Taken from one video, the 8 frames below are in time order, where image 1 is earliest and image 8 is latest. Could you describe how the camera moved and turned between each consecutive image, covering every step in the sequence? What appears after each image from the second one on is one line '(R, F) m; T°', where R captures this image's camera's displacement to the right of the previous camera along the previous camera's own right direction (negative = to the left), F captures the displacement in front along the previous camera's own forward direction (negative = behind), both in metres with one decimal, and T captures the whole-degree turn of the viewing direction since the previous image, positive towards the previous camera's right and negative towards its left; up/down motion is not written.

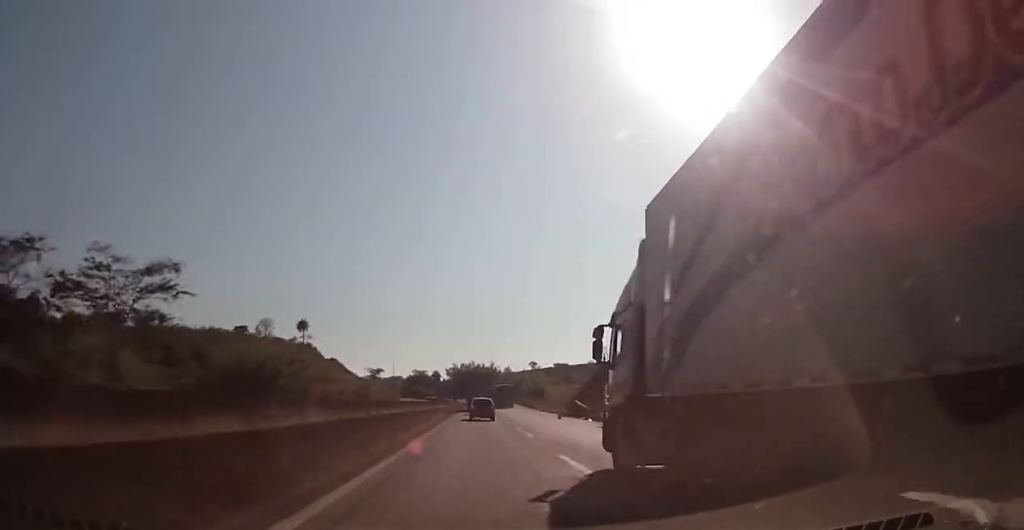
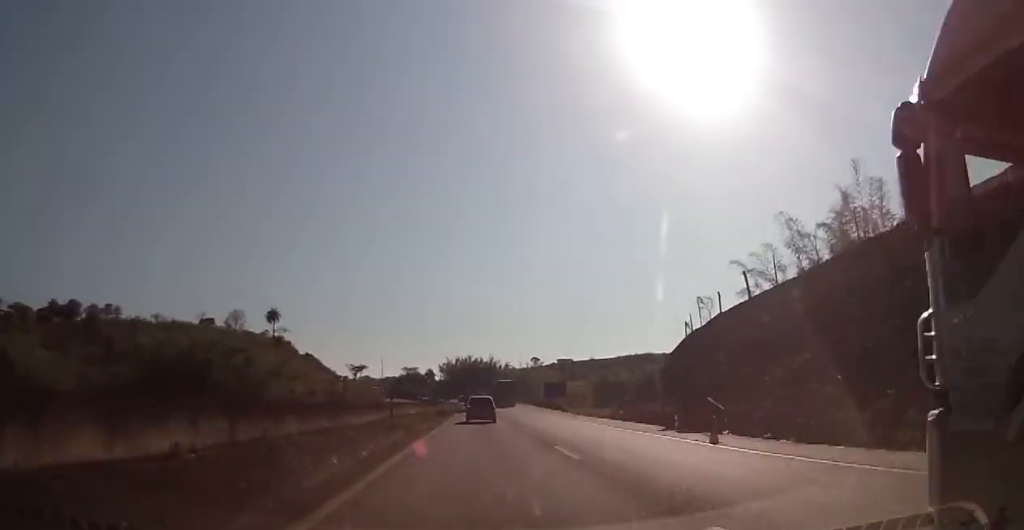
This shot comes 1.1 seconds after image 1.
(-0.4, +33.5) m; -1°
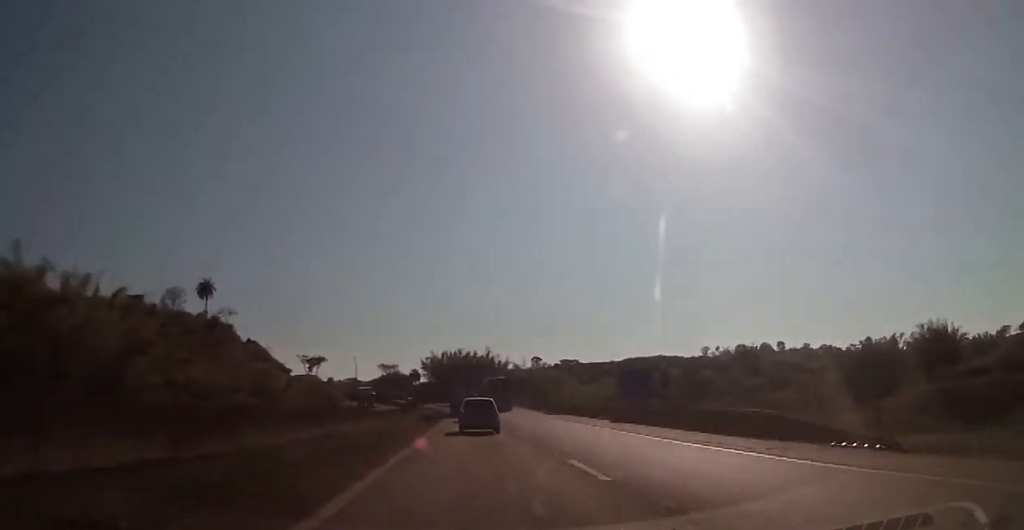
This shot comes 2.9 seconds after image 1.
(+0.6, +51.8) m; 0°
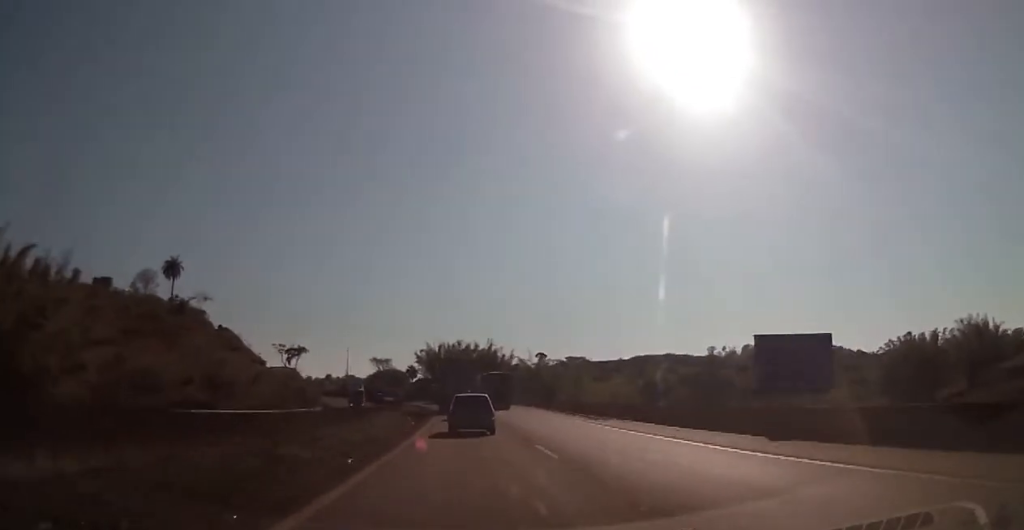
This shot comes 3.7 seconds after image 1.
(0.0, +20.5) m; 0°
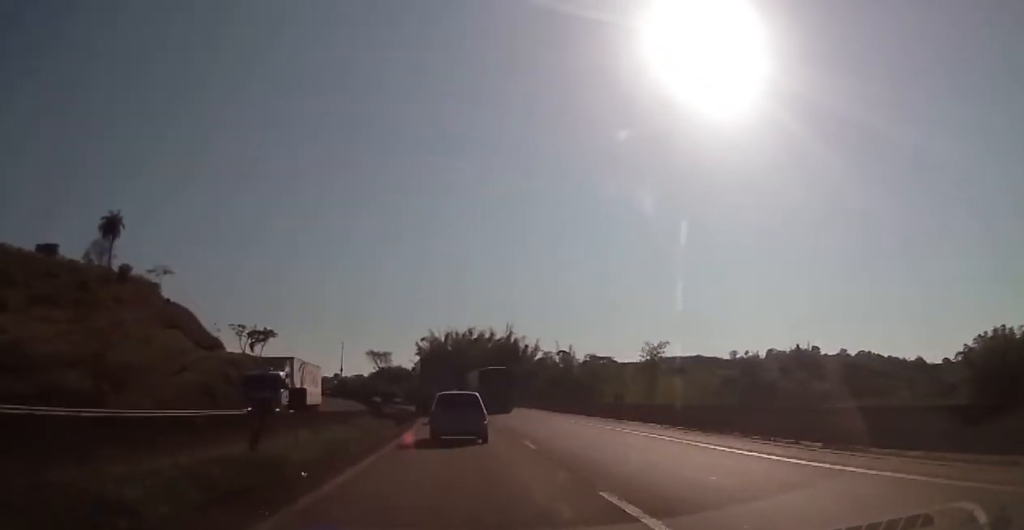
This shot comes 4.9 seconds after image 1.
(-0.1, +33.4) m; 0°
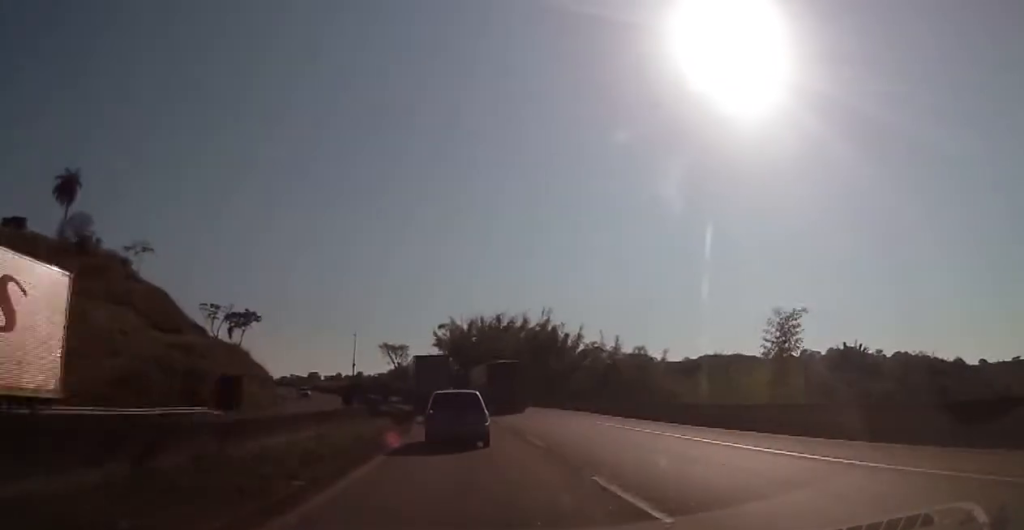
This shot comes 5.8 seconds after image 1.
(+0.1, +23.1) m; -1°
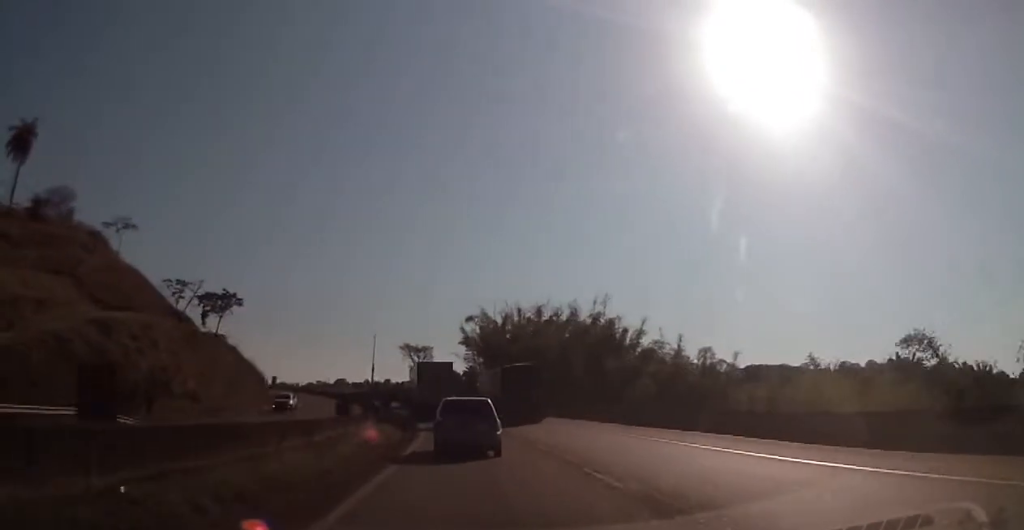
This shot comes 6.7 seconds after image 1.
(-0.2, +21.0) m; -2°
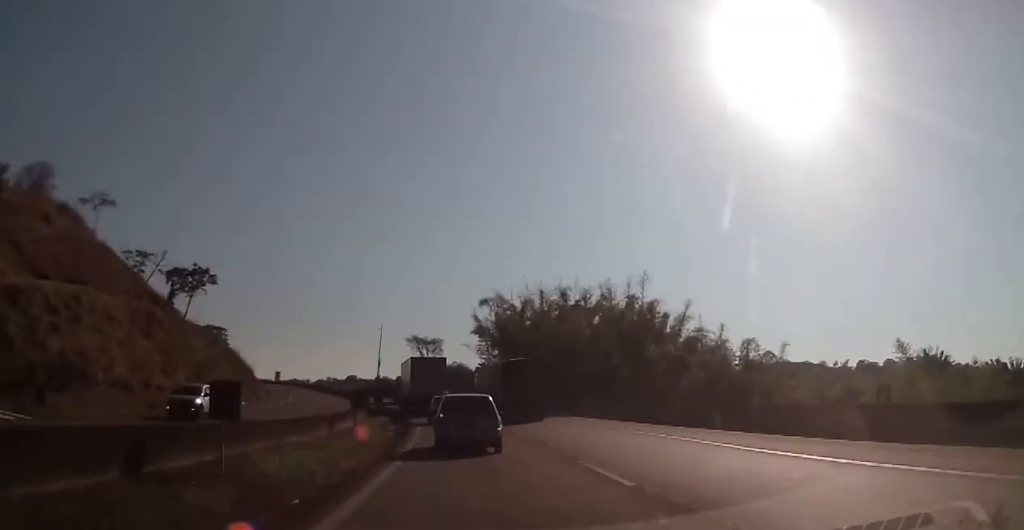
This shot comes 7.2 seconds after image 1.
(-0.2, +12.4) m; -2°
